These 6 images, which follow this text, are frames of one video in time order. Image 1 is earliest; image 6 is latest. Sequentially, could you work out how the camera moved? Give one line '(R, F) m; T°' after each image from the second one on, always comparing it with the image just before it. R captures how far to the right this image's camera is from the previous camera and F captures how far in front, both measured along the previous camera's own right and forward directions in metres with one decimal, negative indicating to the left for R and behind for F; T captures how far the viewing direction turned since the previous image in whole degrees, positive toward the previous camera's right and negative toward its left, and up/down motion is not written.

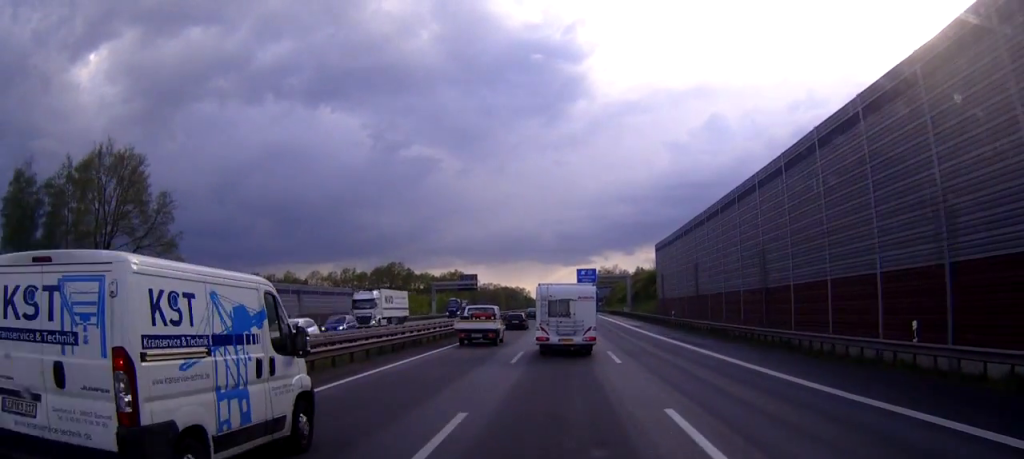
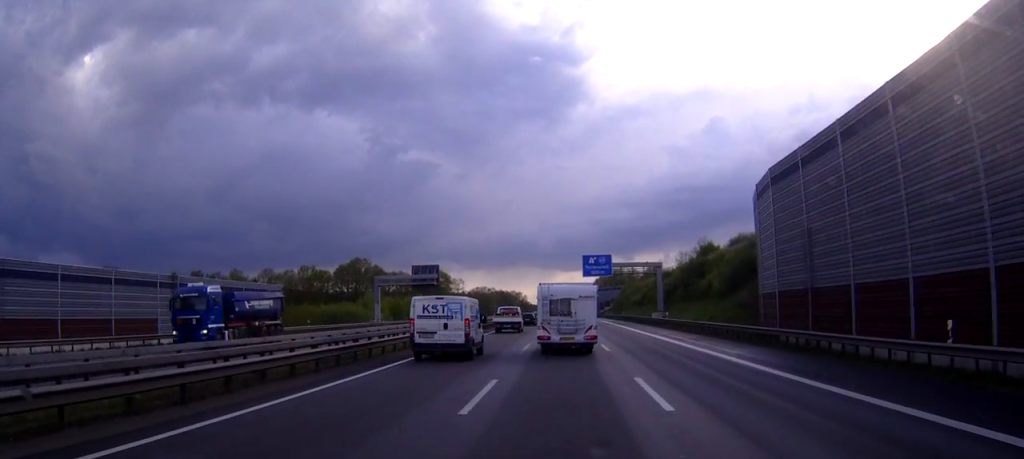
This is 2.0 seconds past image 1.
(0.0, +47.2) m; 0°
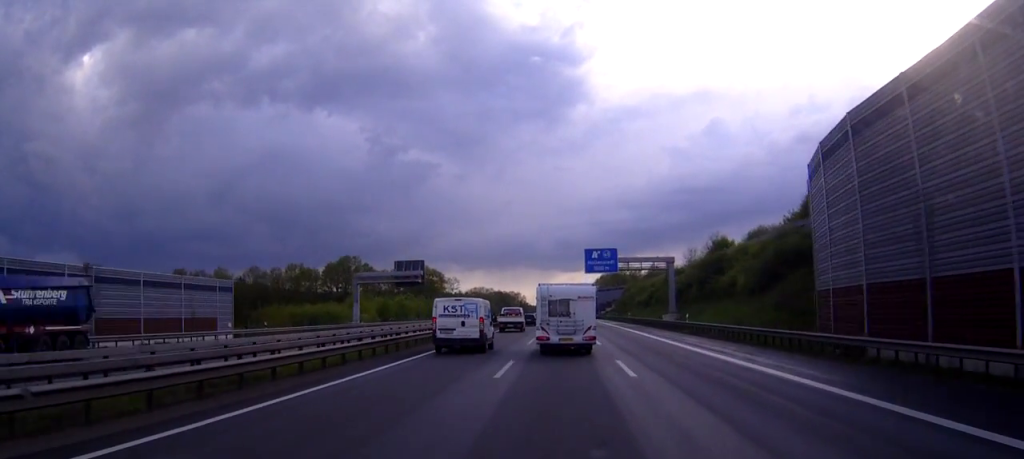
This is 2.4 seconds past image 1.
(+0.1, +11.1) m; 0°
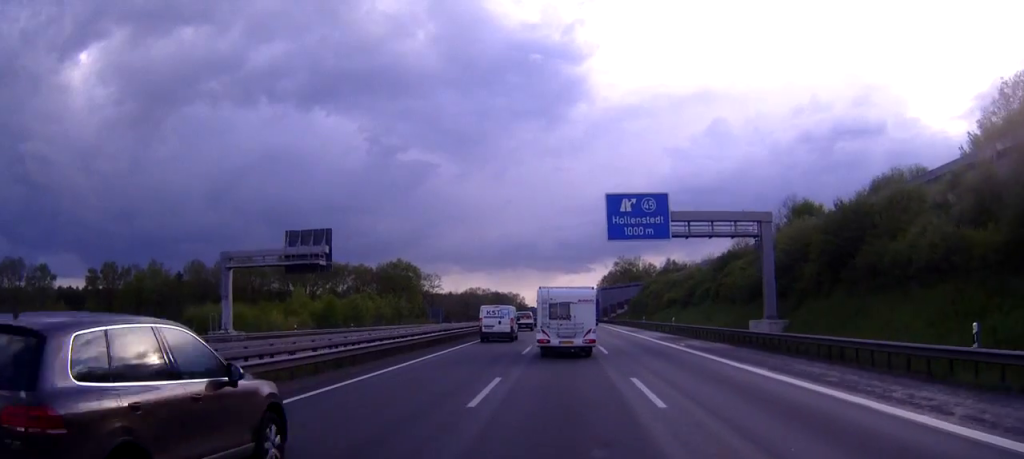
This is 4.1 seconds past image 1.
(-0.2, +40.4) m; 0°
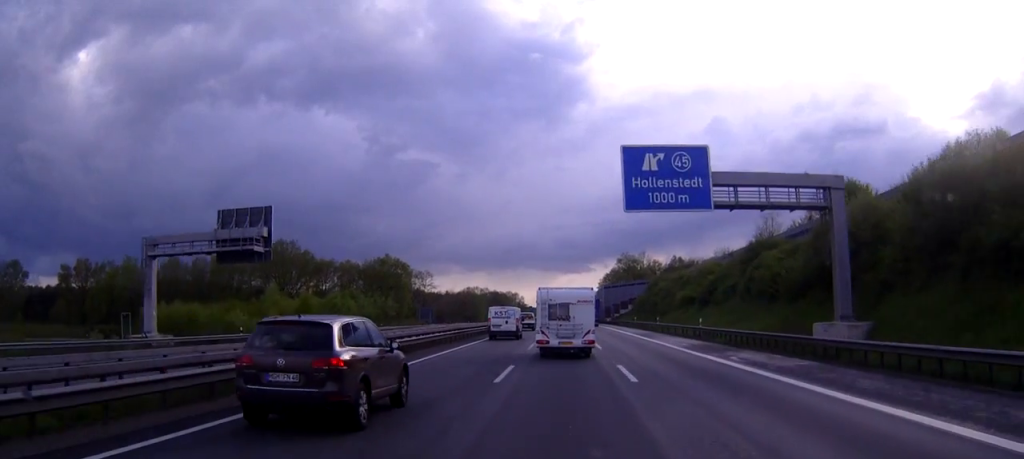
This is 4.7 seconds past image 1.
(0.0, +12.6) m; 0°
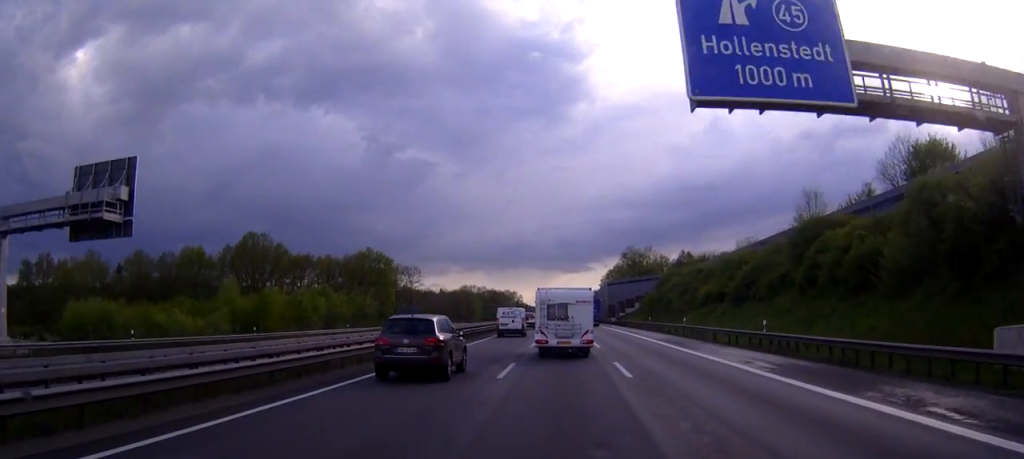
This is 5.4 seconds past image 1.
(0.0, +16.5) m; 0°
